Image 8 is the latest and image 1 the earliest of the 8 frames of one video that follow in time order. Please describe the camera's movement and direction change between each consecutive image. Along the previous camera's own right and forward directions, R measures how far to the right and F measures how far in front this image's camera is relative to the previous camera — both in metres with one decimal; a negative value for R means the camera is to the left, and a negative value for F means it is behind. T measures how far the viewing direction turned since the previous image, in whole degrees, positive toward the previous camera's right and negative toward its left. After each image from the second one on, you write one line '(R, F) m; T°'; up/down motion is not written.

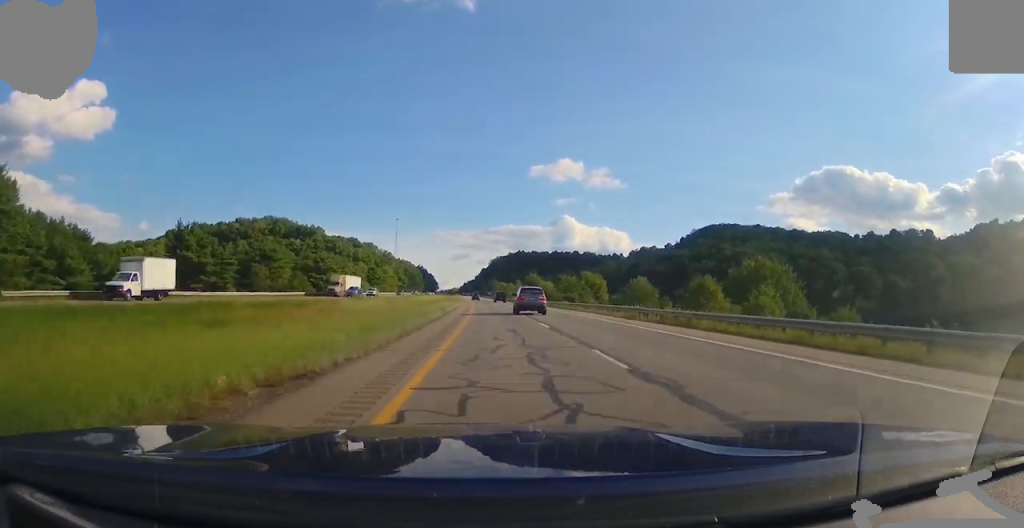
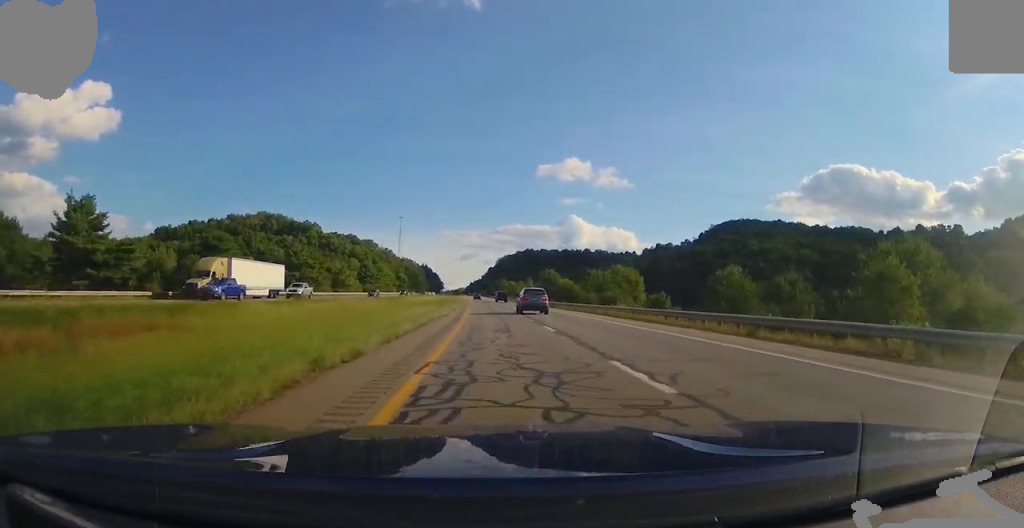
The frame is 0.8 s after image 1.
(-0.1, +27.1) m; -1°
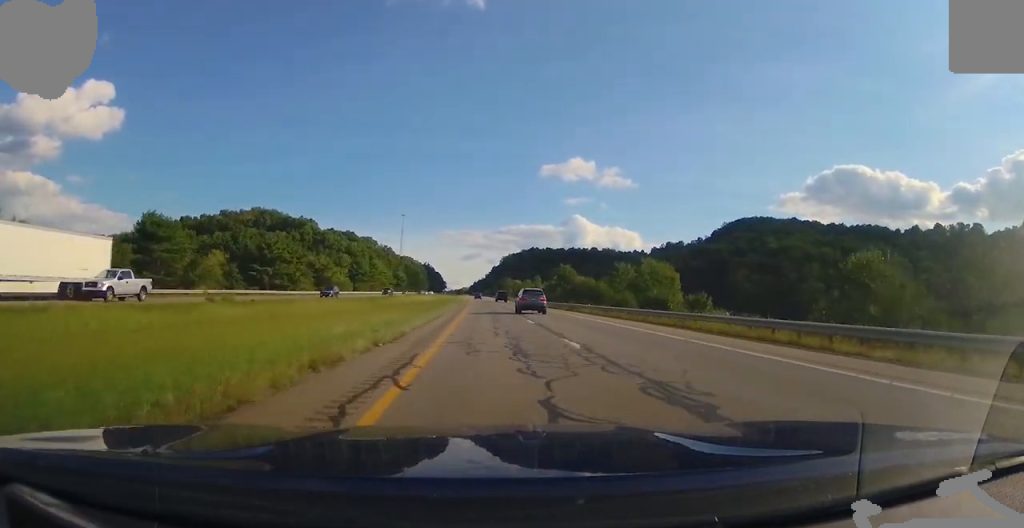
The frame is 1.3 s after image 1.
(0.0, +18.9) m; 0°
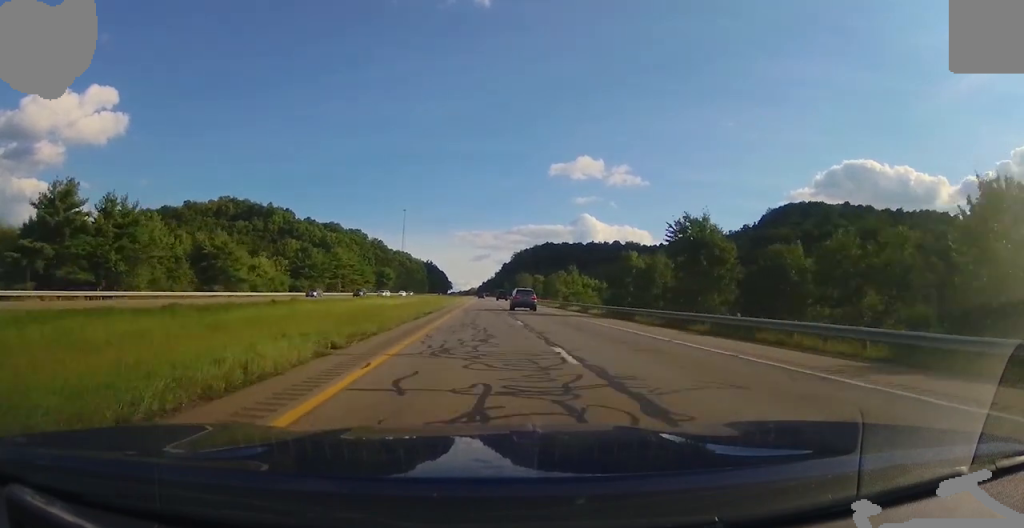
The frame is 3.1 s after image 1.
(-0.7, +64.6) m; -1°
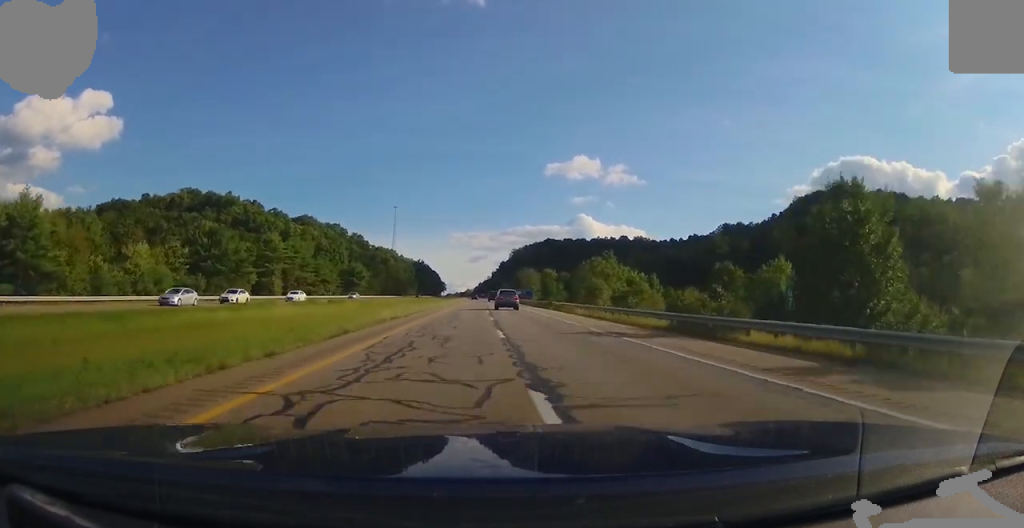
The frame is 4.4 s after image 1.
(-0.1, +43.1) m; 0°
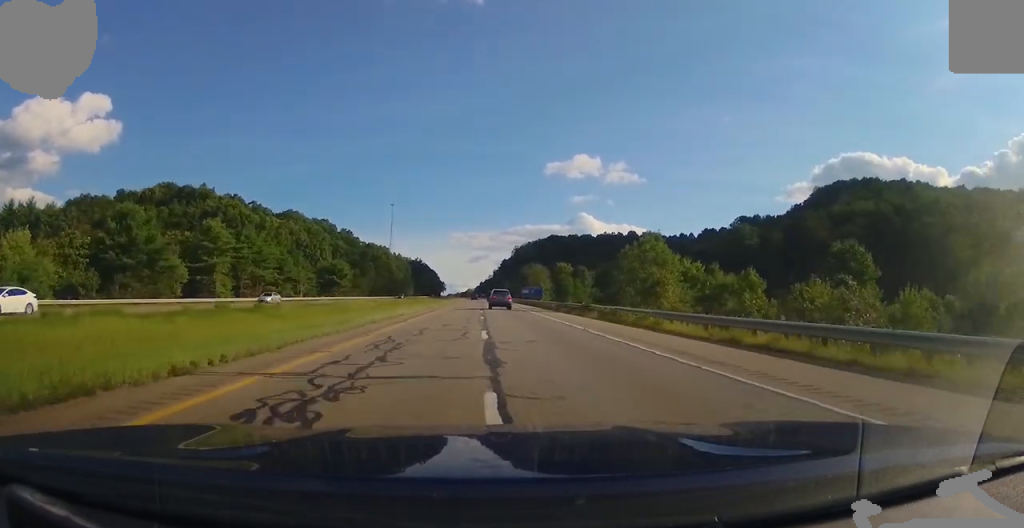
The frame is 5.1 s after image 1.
(0.0, +24.4) m; 0°
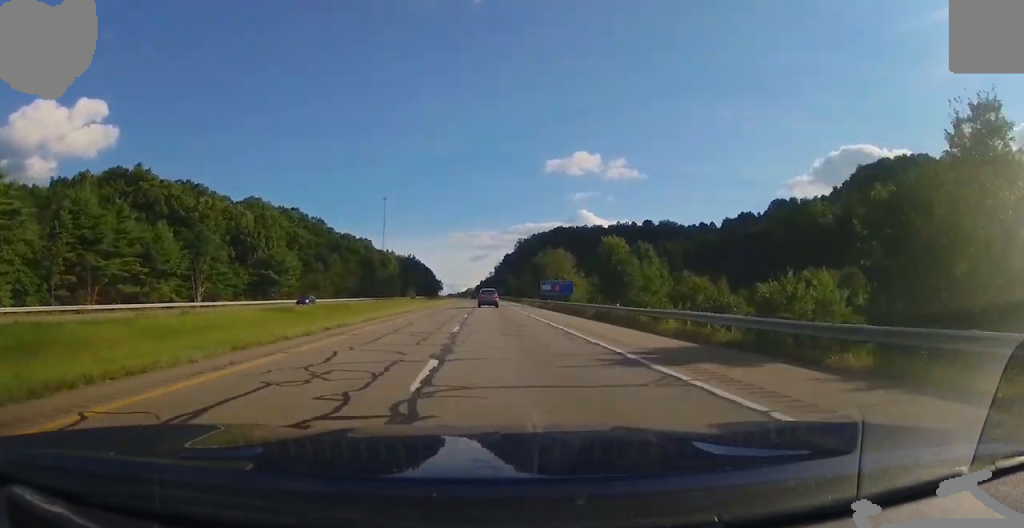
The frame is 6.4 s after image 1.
(0.0, +46.4) m; 0°
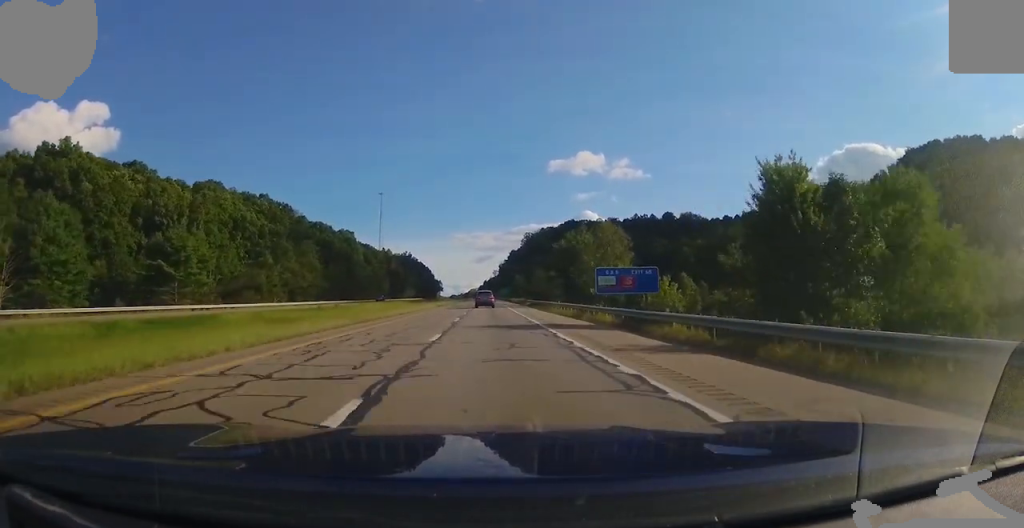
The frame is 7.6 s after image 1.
(-0.1, +40.3) m; 0°
